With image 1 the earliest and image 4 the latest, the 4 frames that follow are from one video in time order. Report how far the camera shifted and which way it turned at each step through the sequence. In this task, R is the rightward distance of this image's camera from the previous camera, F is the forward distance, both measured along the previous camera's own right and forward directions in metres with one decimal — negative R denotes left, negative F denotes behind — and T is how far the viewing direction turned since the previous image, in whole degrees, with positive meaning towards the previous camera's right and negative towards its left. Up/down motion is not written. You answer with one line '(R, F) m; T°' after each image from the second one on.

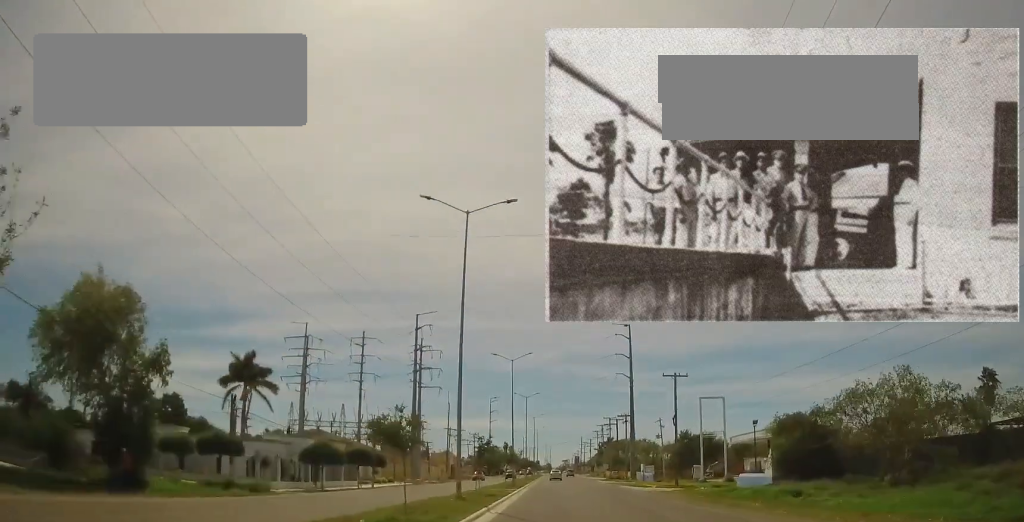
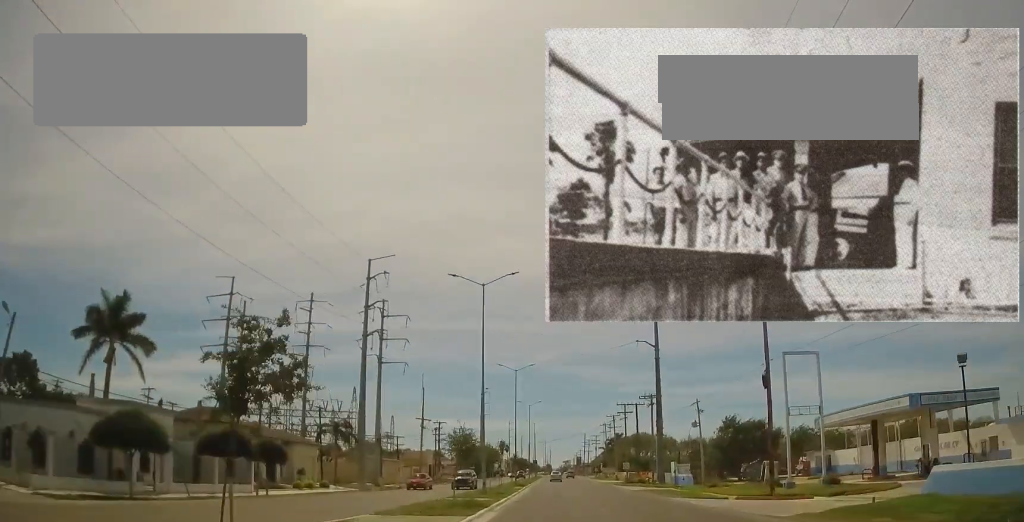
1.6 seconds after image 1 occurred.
(0.0, +26.4) m; 0°
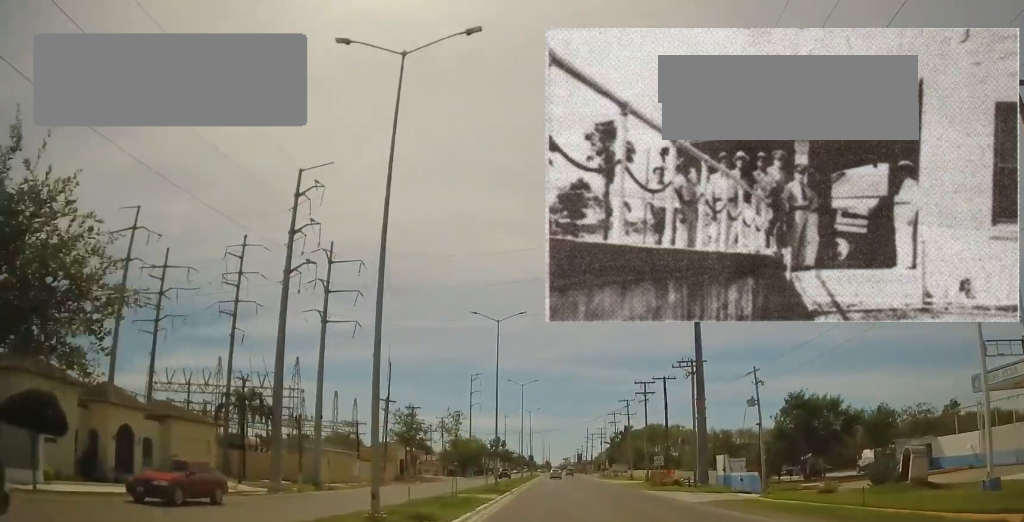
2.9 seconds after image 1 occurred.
(0.0, +22.2) m; +1°
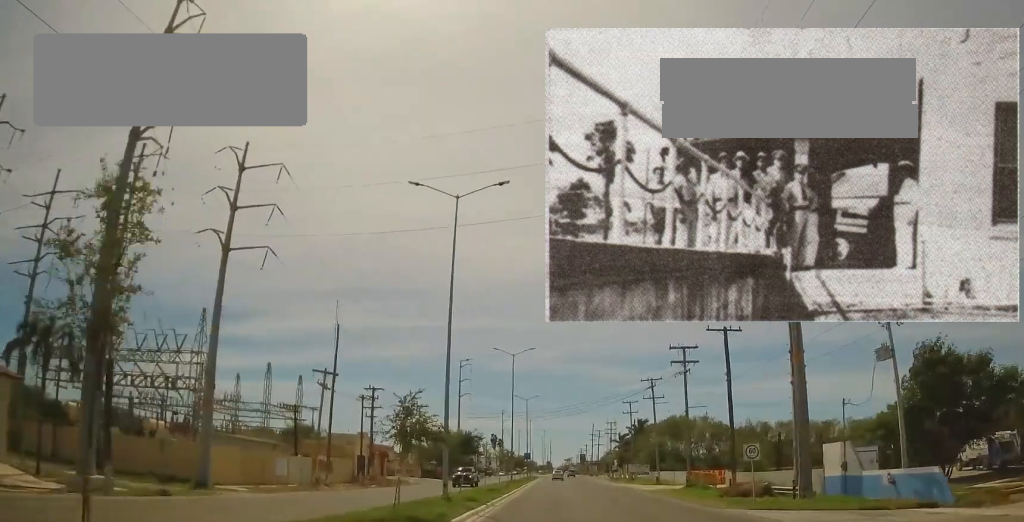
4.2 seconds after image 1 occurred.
(+0.5, +22.4) m; 0°
